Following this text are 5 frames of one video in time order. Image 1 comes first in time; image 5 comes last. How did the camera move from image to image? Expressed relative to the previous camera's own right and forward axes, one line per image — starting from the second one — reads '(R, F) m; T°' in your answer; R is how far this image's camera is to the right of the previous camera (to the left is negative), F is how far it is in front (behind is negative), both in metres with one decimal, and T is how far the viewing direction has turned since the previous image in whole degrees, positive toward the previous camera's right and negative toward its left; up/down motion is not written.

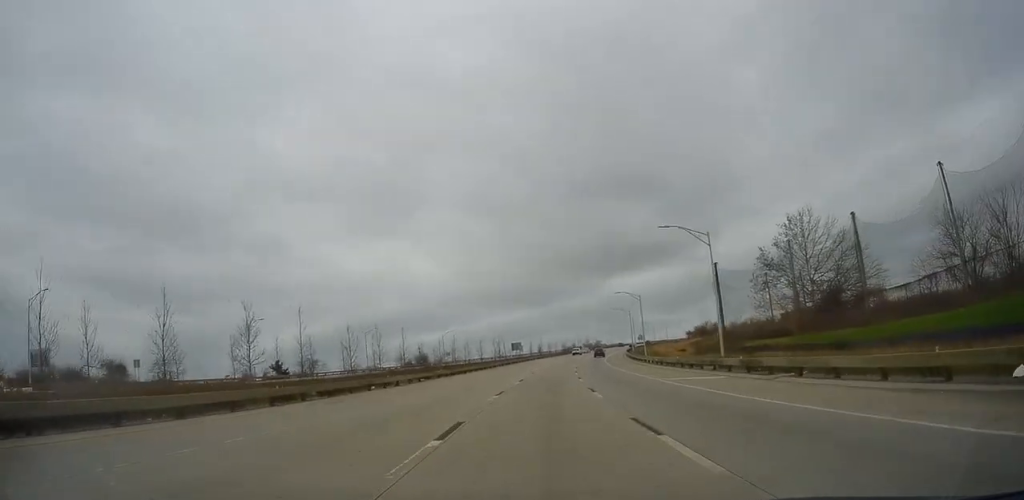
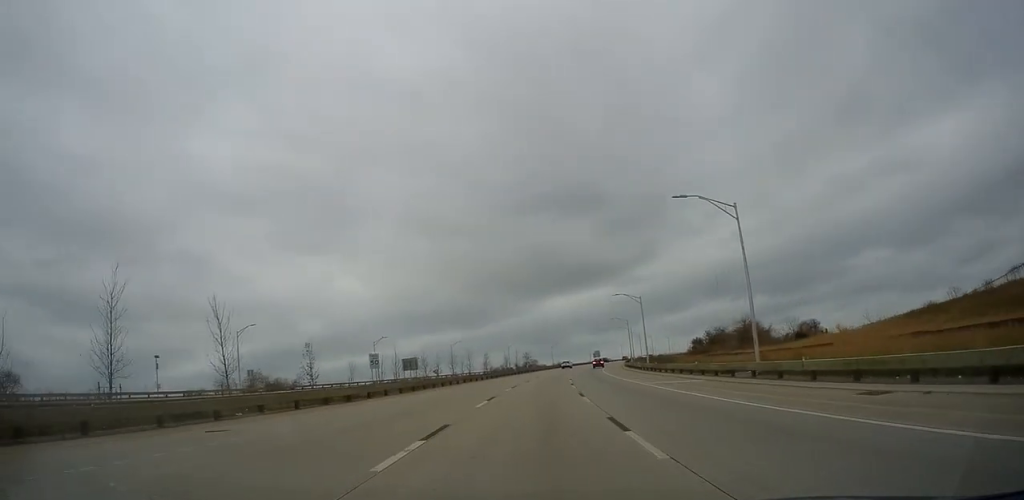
(+6.5, +86.4) m; +8°
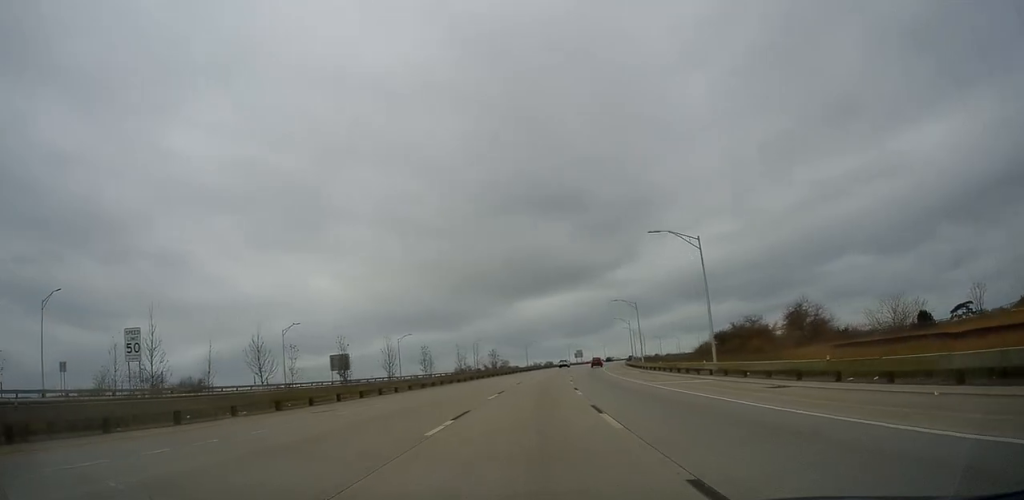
(+0.9, +32.3) m; +2°
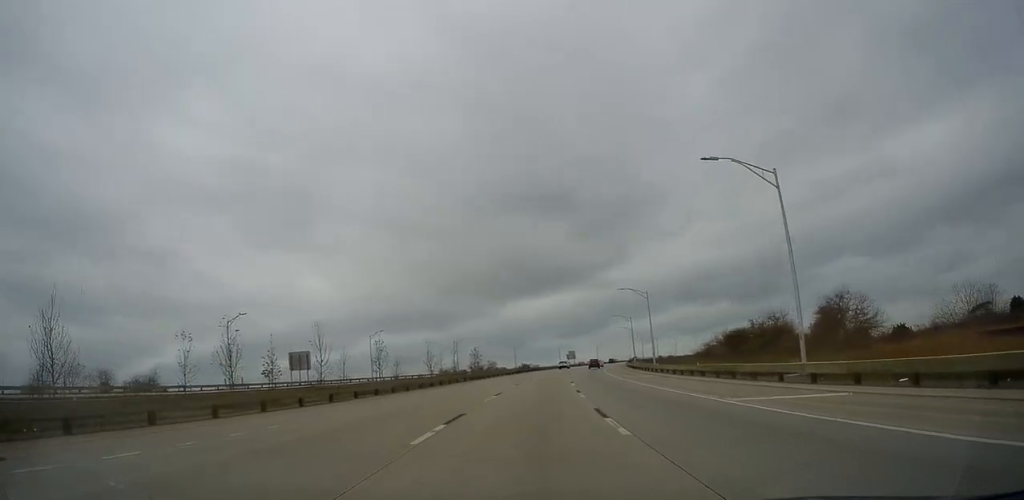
(0.0, +13.4) m; +1°
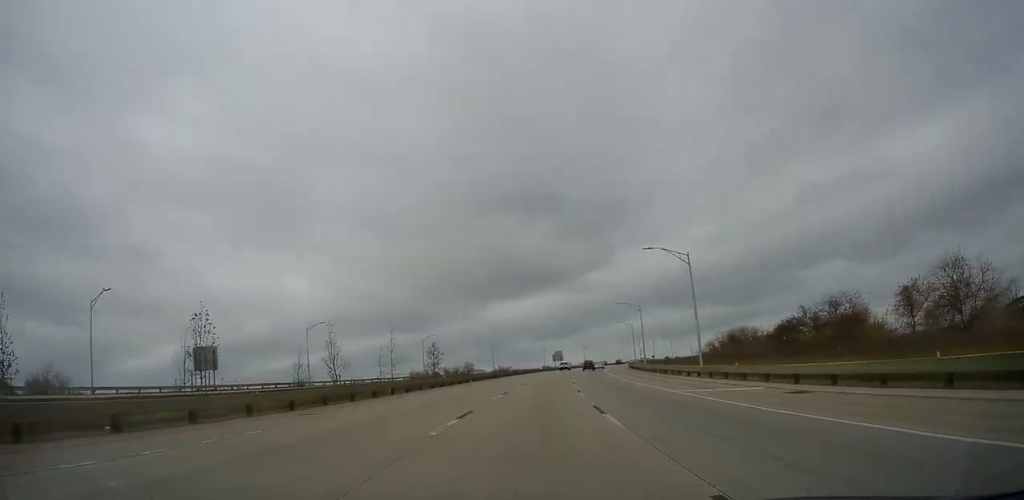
(+0.4, +22.6) m; +2°
